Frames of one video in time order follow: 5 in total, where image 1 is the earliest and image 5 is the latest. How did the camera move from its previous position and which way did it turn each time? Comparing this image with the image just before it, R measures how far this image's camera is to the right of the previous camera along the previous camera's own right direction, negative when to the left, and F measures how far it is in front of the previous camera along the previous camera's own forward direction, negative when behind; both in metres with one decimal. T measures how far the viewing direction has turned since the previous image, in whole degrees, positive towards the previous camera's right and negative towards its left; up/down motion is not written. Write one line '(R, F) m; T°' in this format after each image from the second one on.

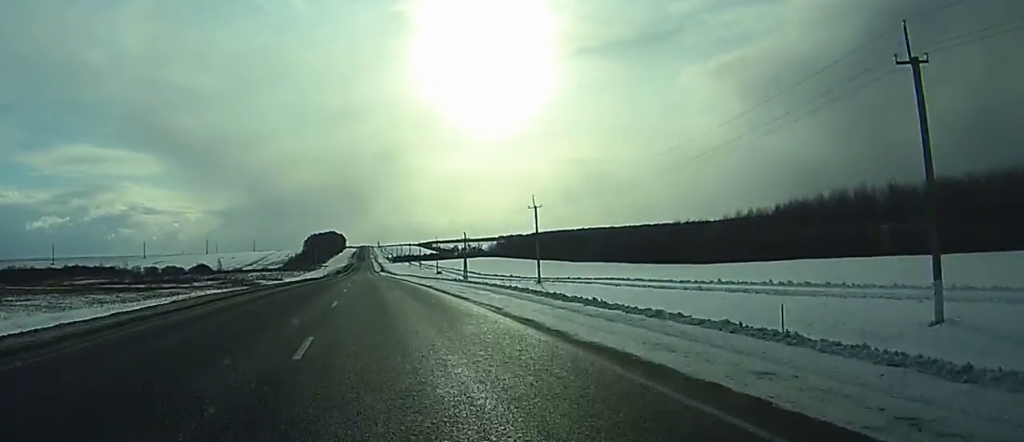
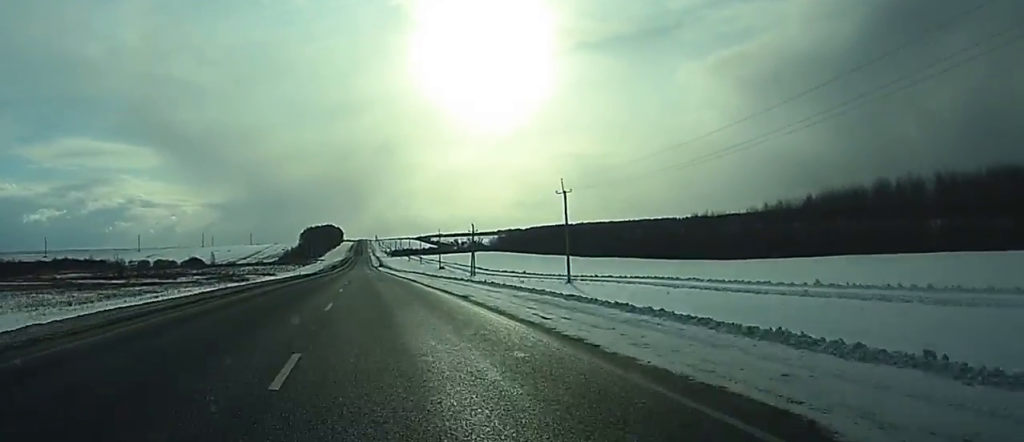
(0.0, +14.7) m; 0°
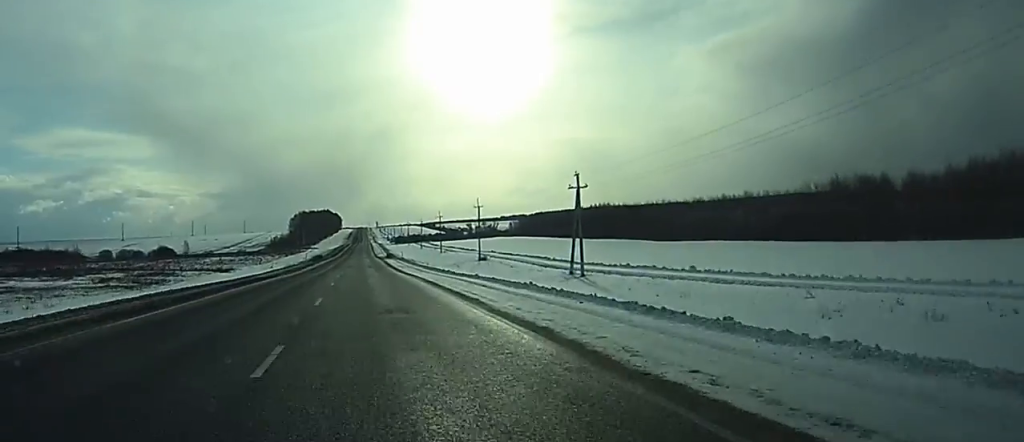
(-0.2, +71.9) m; -1°
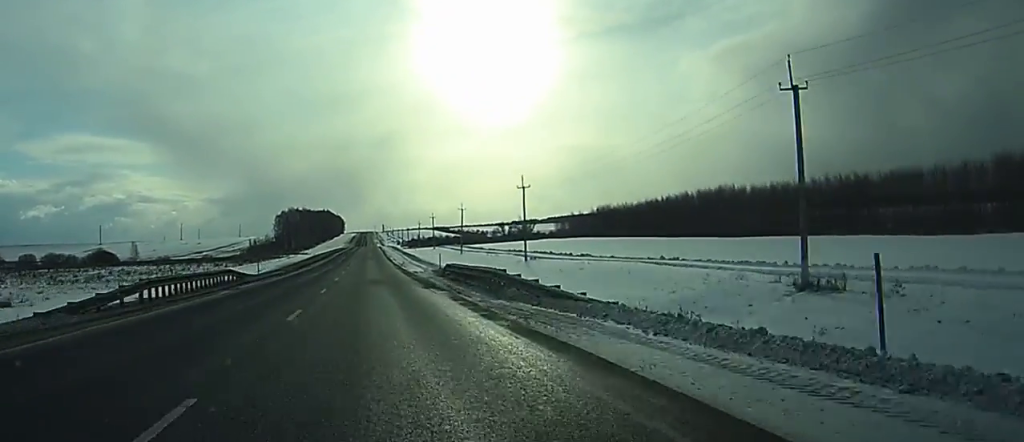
(-0.2, +100.0) m; 0°
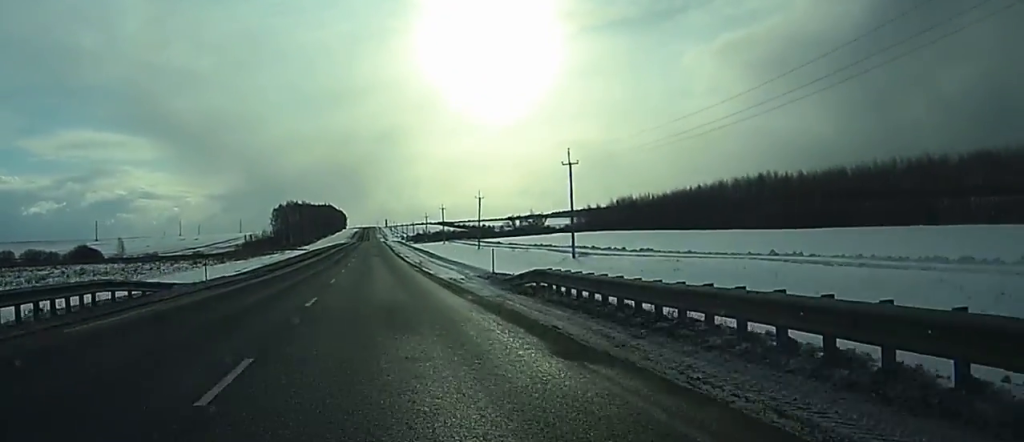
(-0.1, +21.5) m; 0°
